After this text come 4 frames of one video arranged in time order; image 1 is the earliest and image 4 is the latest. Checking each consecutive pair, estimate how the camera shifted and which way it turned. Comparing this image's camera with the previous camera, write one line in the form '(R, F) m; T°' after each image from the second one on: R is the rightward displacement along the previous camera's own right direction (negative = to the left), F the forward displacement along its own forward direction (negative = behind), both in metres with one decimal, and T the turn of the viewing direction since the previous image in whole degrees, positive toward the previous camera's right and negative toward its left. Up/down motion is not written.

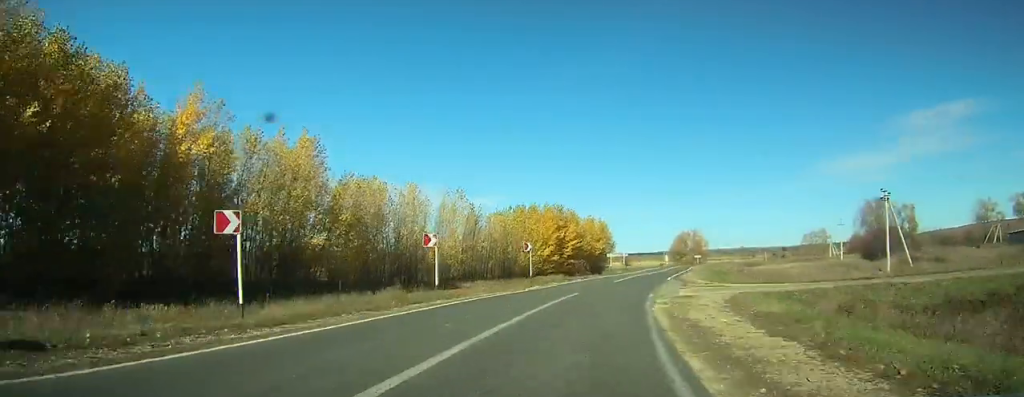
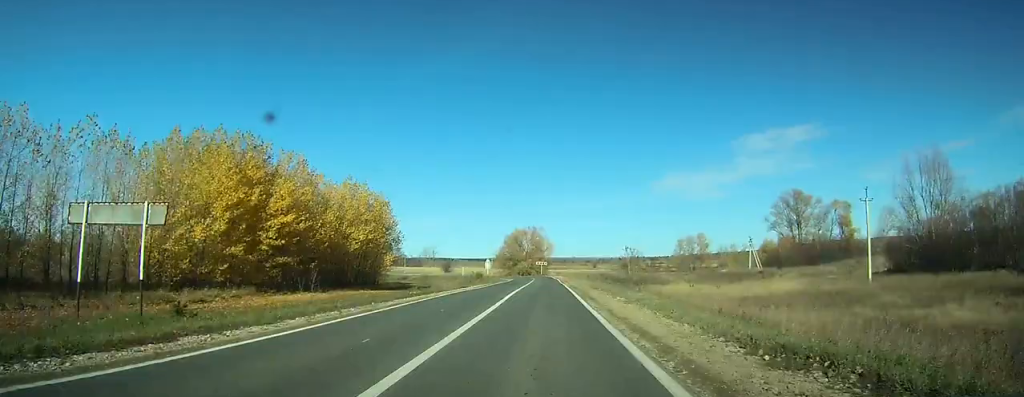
(+18.4, +70.4) m; +21°
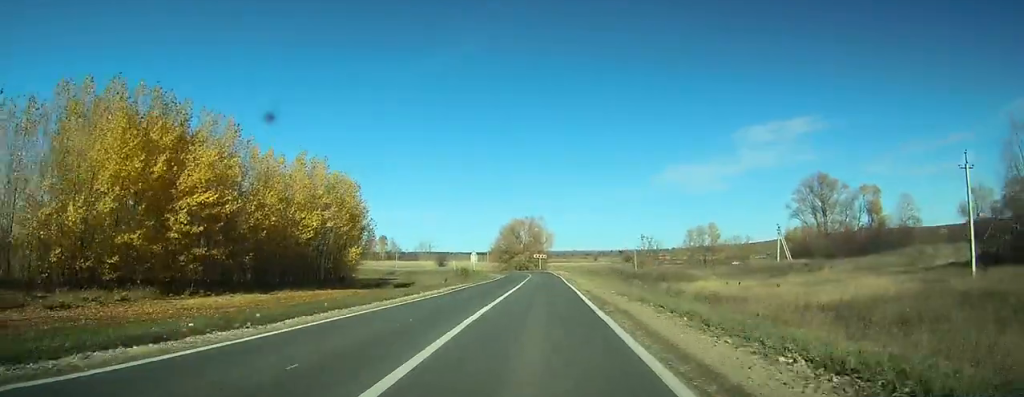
(+0.2, +14.3) m; 0°
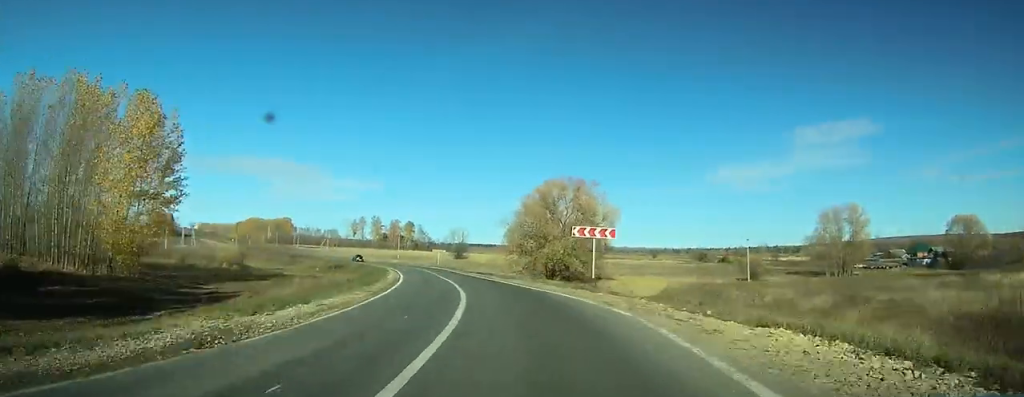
(-0.6, +67.2) m; -3°
